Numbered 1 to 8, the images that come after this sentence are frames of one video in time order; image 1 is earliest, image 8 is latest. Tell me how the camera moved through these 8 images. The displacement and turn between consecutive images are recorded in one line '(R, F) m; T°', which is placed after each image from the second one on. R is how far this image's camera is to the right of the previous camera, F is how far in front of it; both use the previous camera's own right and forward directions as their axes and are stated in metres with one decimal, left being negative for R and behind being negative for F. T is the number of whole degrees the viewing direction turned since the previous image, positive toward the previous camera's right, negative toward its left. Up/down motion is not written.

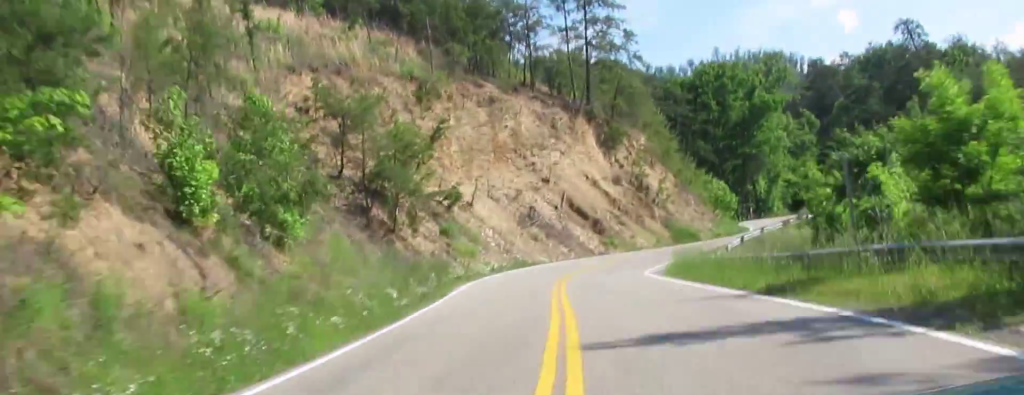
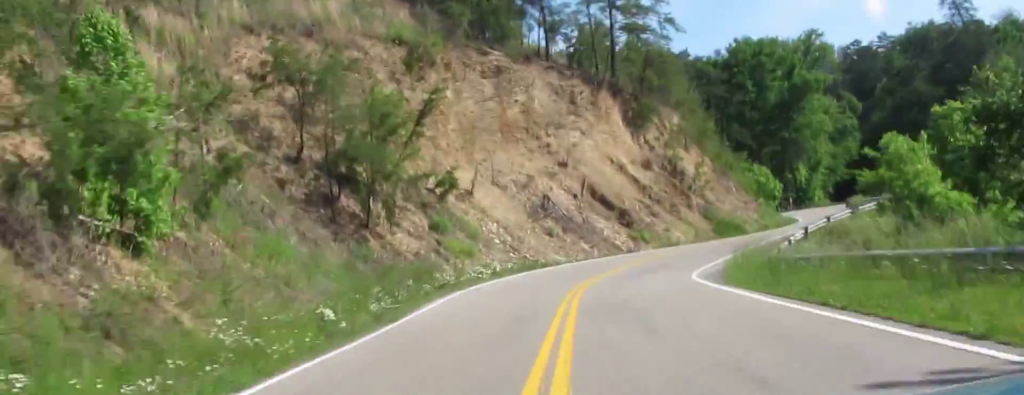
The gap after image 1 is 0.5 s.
(-0.1, +11.2) m; +2°
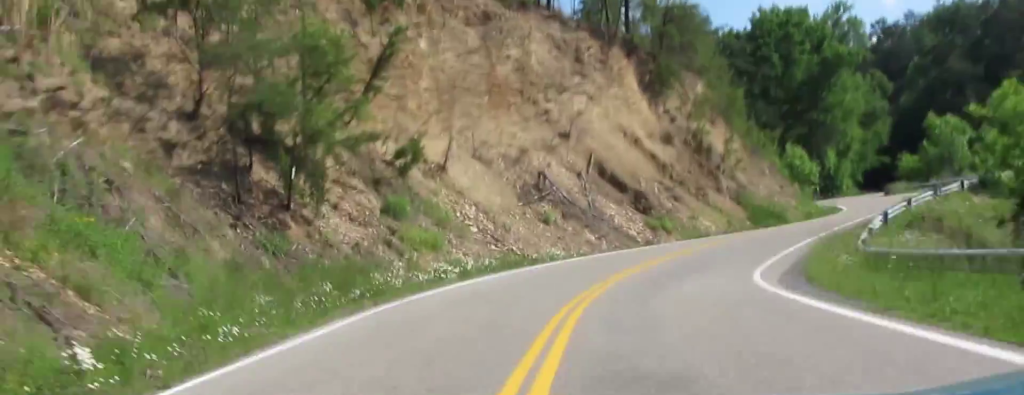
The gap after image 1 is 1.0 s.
(-0.3, +11.7) m; +5°
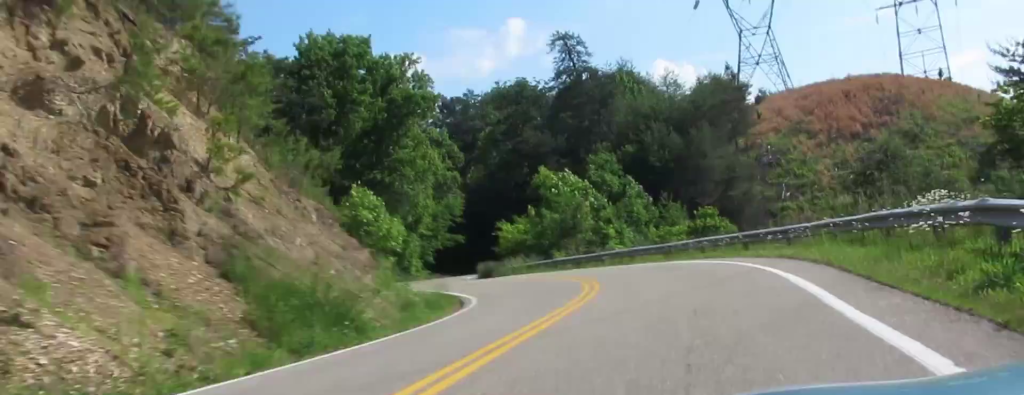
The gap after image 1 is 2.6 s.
(+5.4, +31.6) m; +13°
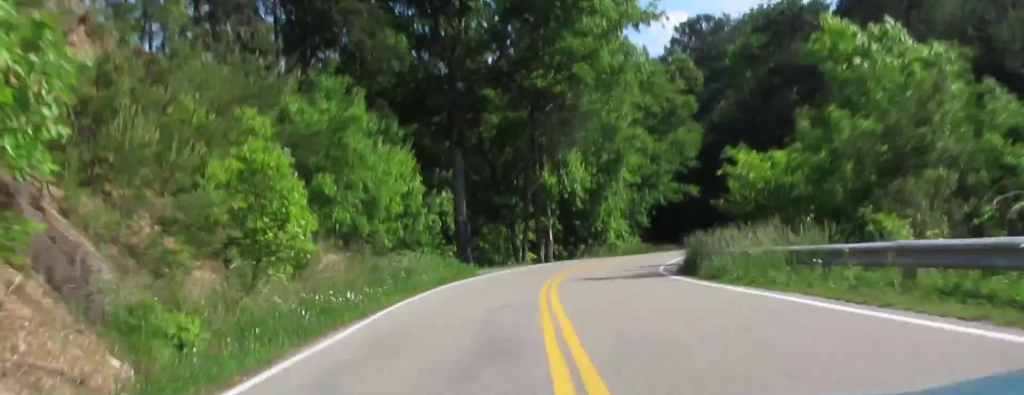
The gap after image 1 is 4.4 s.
(-2.6, +37.0) m; -9°
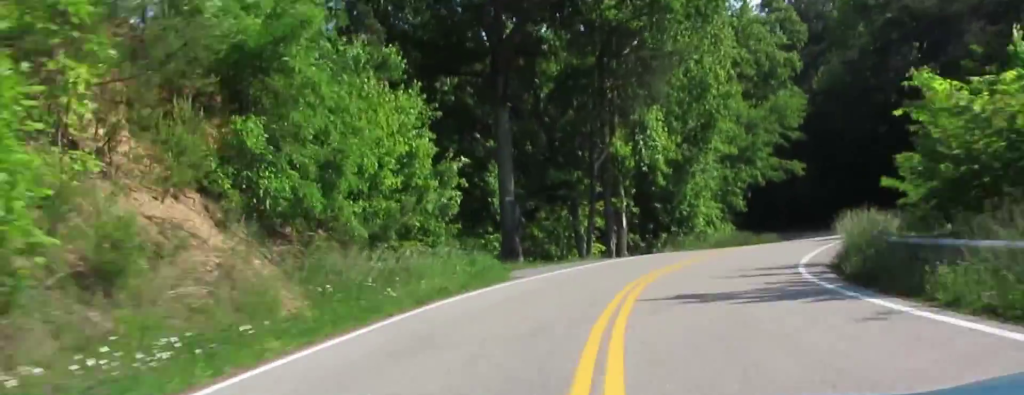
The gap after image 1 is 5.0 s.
(-0.5, +13.3) m; +2°
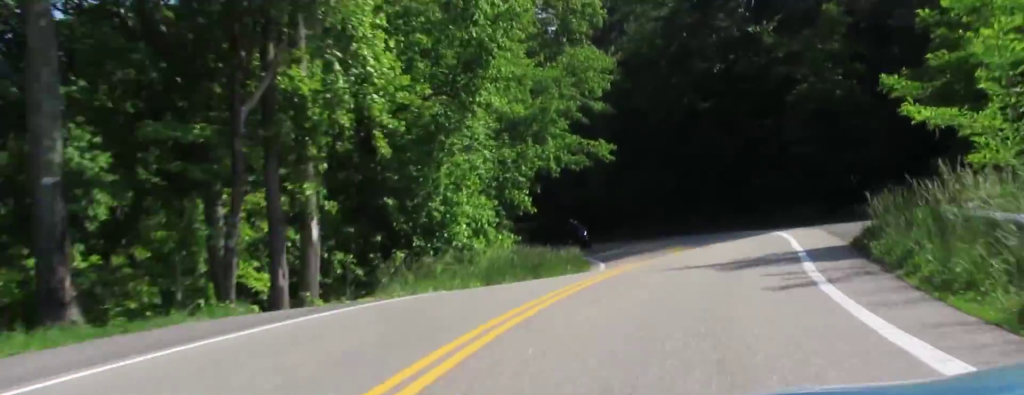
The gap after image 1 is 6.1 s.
(+1.3, +22.9) m; +6°
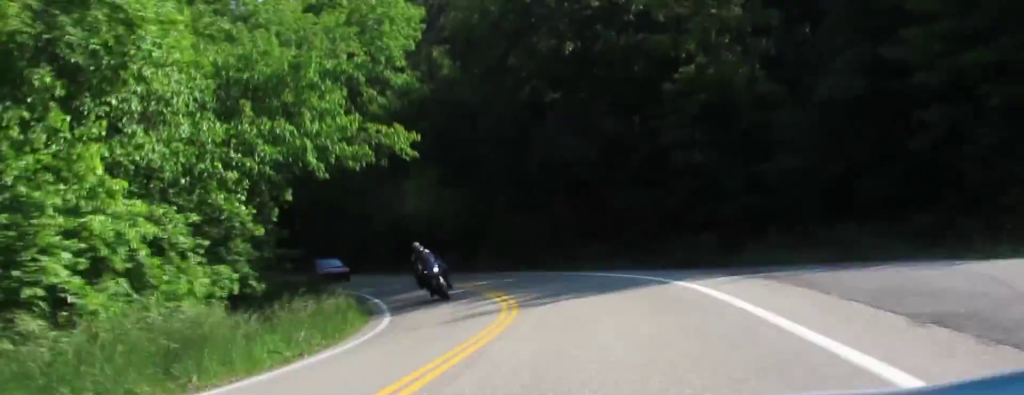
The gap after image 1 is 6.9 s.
(+0.6, +14.7) m; 0°
